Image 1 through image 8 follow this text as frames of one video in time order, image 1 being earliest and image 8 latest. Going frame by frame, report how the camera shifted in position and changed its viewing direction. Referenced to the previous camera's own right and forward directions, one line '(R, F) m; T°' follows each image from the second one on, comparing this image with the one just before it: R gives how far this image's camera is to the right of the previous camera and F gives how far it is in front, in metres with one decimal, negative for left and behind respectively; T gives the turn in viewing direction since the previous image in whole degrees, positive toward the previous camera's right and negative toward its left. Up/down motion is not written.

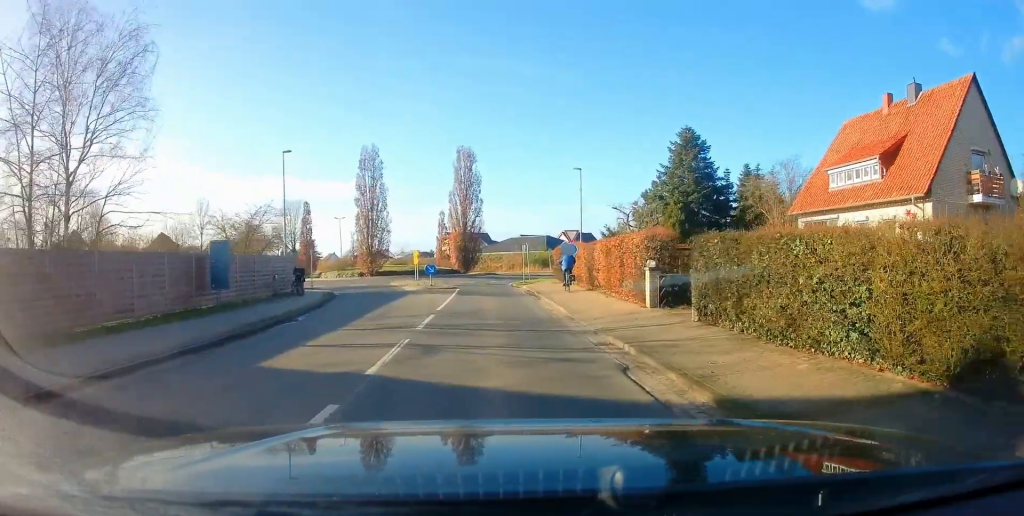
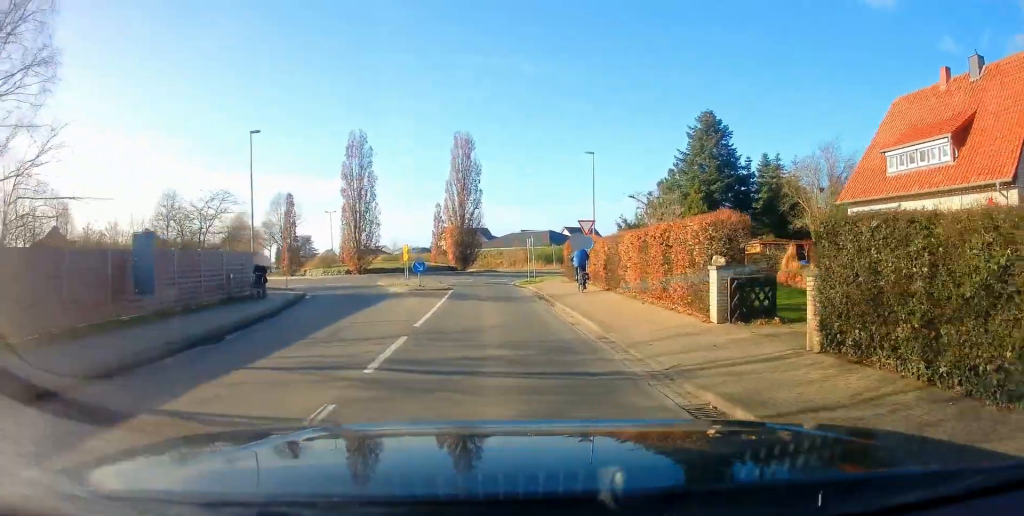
(-0.1, +4.7) m; -1°
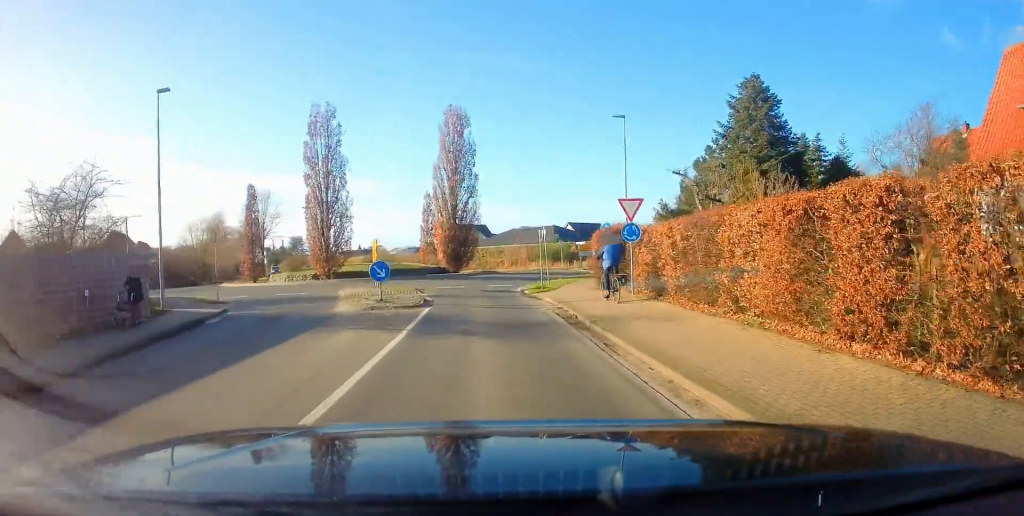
(0.0, +8.6) m; +1°
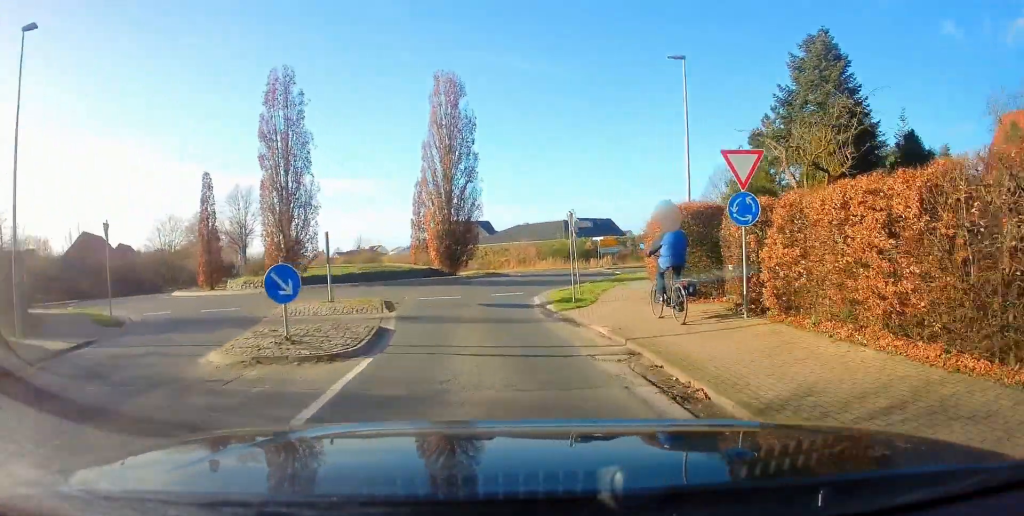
(+0.1, +8.0) m; 0°
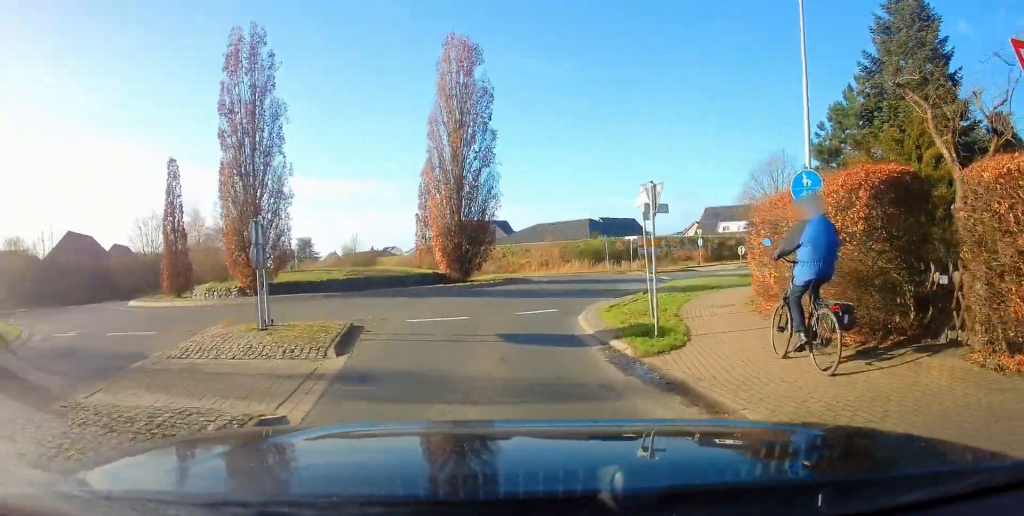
(+0.1, +6.6) m; -1°
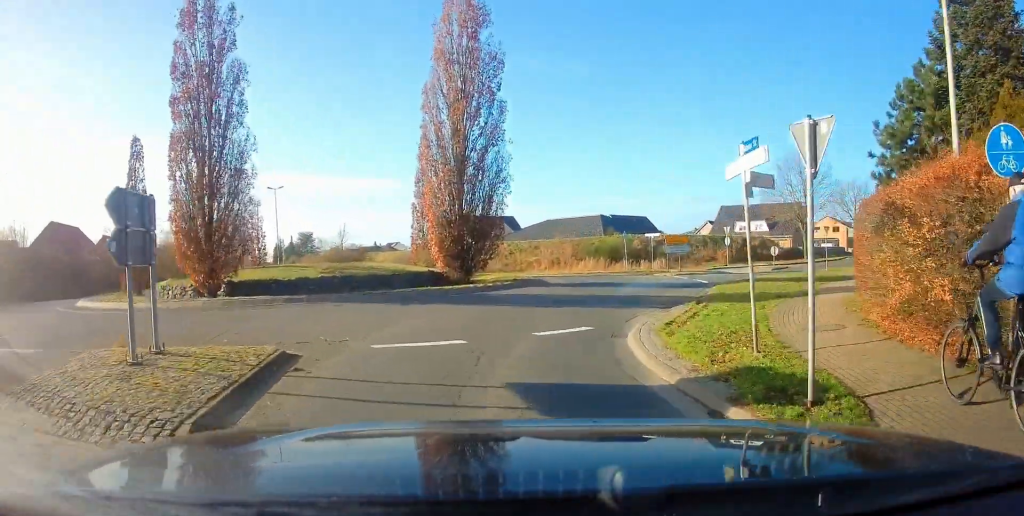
(-0.3, +4.5) m; 0°
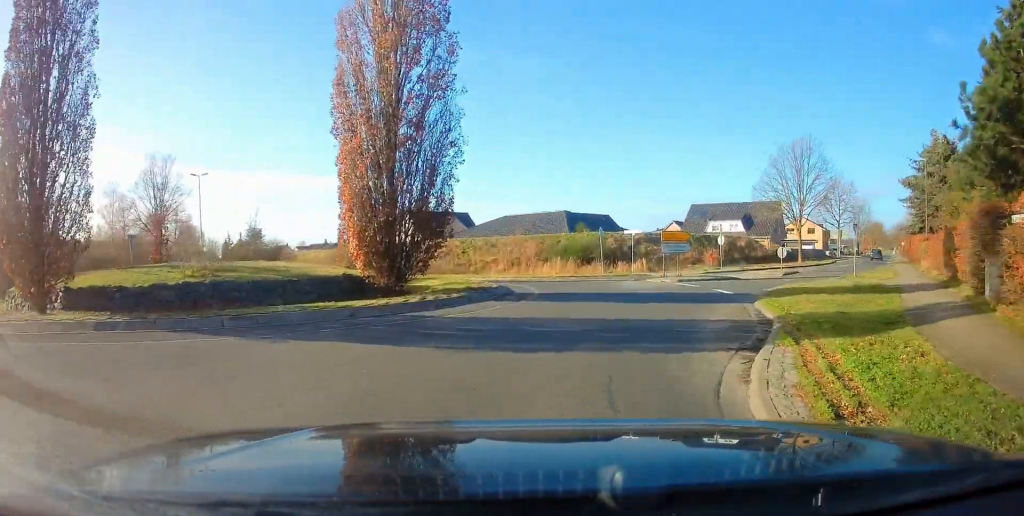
(0.0, +7.0) m; +4°
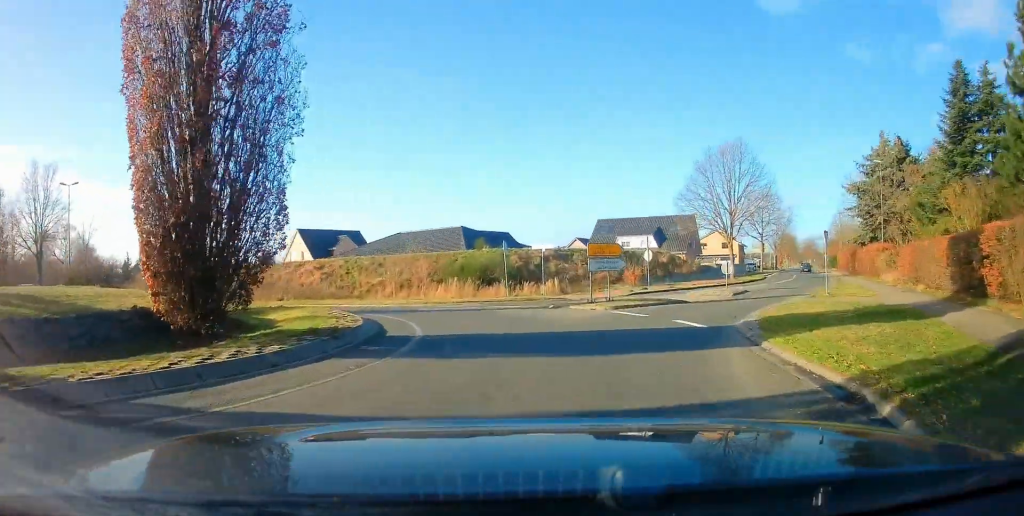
(+0.1, +5.7) m; +7°
